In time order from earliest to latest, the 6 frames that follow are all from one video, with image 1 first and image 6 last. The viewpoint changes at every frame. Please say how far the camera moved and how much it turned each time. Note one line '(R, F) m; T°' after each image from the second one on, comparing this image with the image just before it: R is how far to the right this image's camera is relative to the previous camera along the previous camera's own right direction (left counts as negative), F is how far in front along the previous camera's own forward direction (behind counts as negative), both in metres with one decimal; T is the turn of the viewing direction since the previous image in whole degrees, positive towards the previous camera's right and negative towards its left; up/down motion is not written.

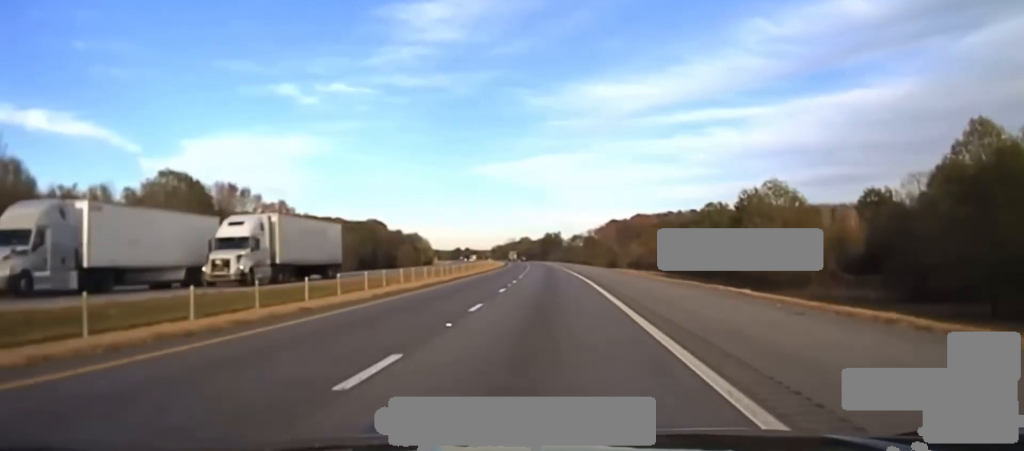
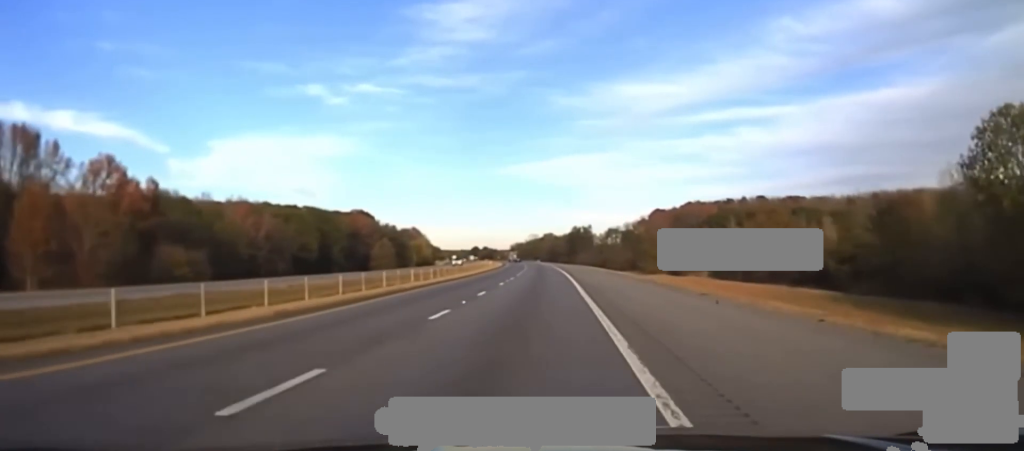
(-2.1, +120.3) m; -2°
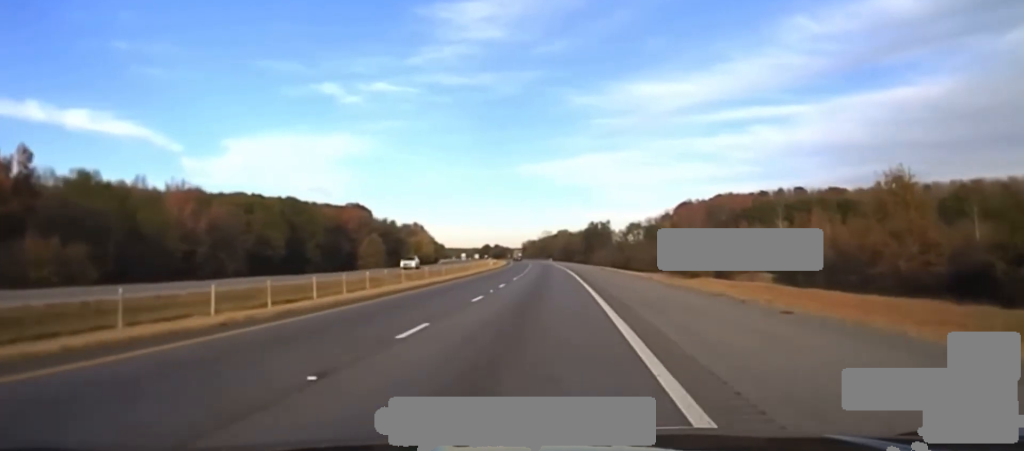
(-0.2, +36.9) m; 0°
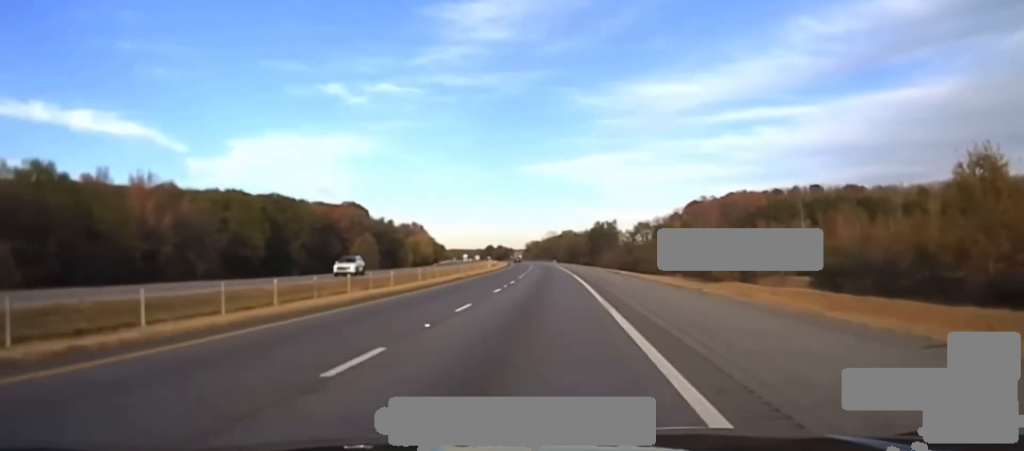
(+0.1, +14.0) m; 0°
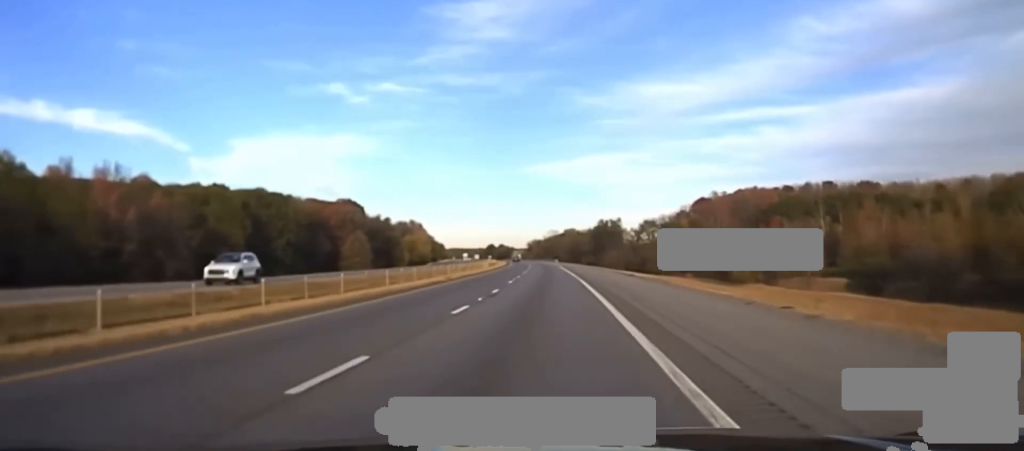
(0.0, +12.5) m; 0°
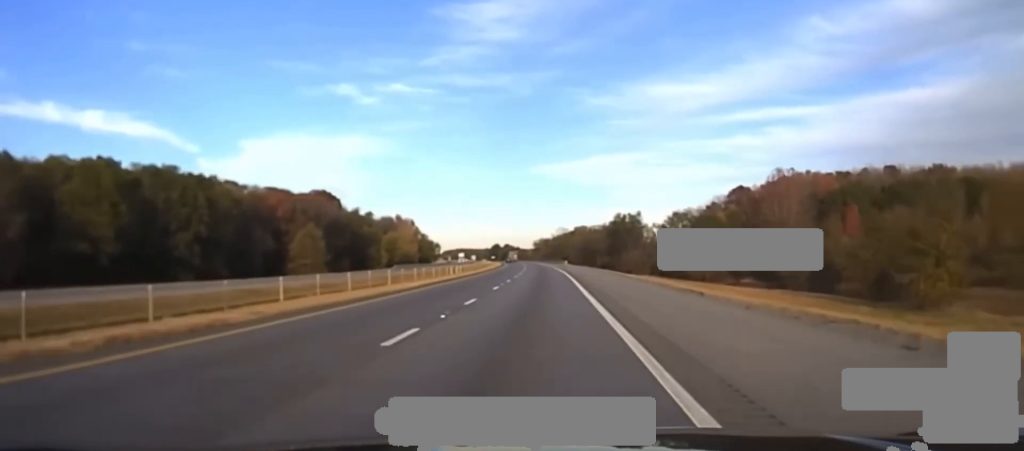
(-0.7, +54.7) m; -1°
